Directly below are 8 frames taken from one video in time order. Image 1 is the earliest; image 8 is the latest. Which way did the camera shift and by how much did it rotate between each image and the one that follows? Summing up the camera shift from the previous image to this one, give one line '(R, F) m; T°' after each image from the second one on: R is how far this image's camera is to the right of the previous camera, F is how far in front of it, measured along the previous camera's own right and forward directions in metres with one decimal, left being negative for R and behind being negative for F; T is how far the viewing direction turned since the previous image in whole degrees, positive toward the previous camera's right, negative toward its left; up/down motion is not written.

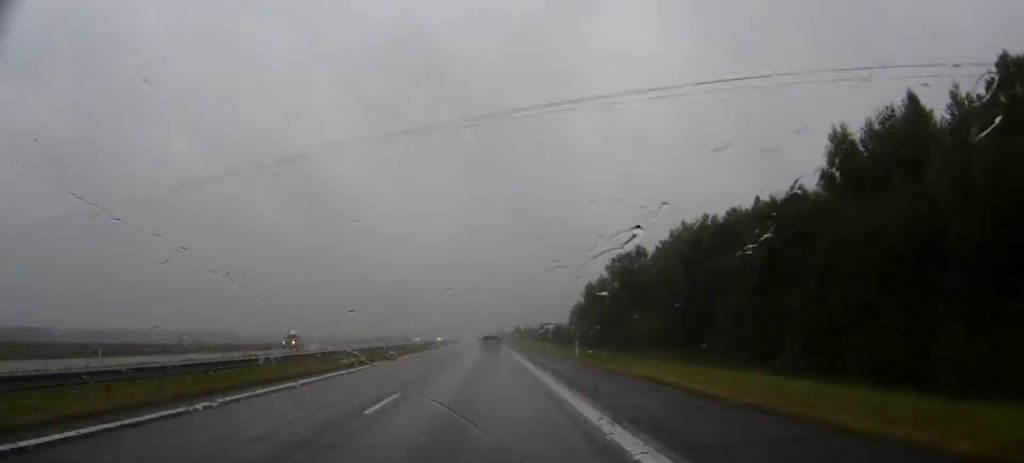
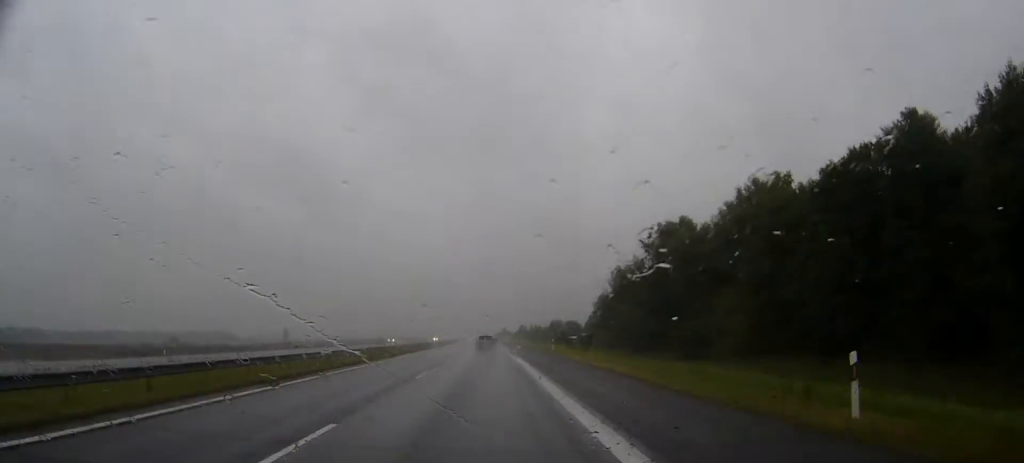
(-0.1, +37.4) m; 0°
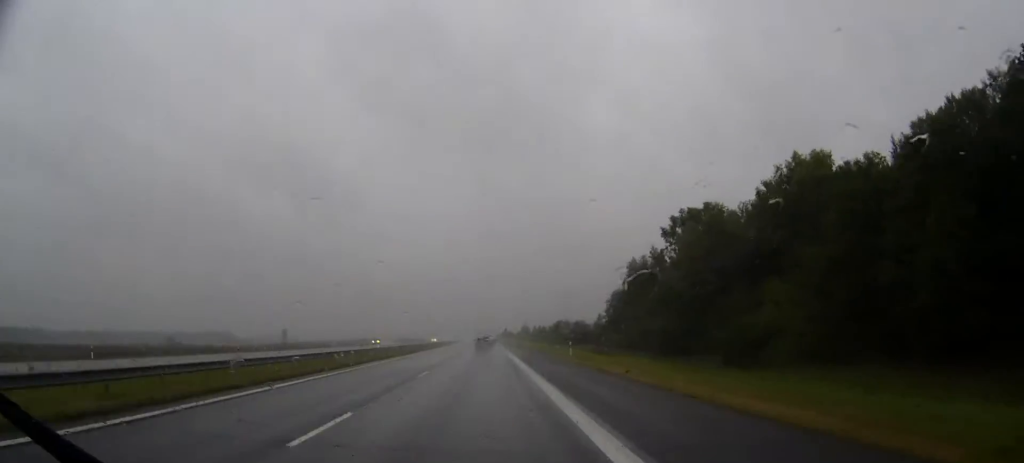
(0.0, +14.0) m; 0°
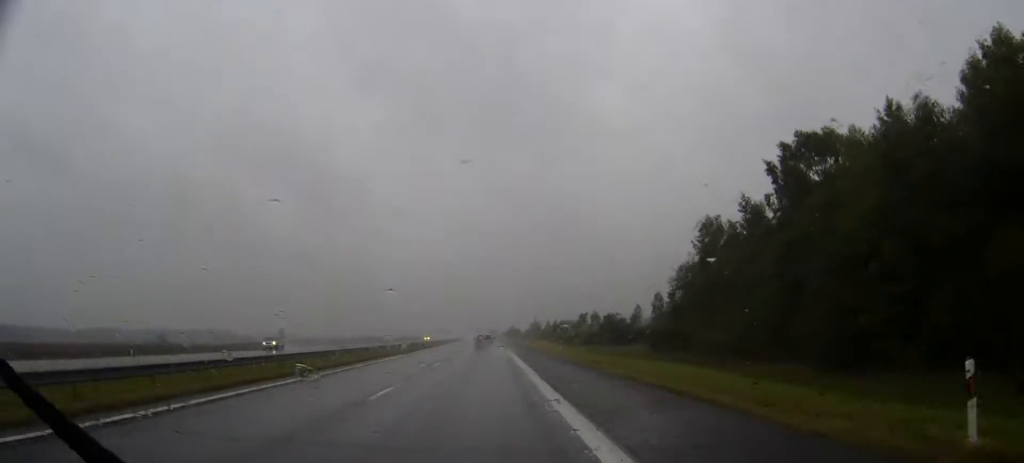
(-0.1, +41.0) m; 0°
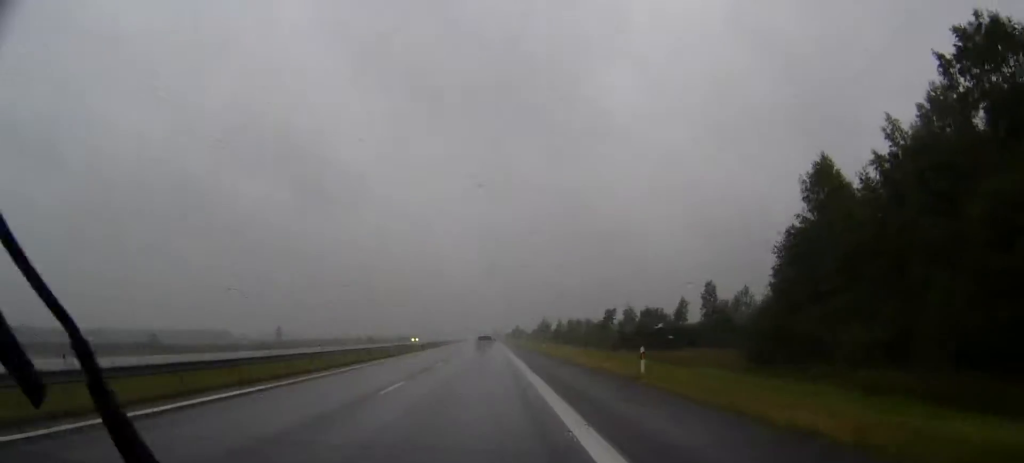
(-0.1, +29.9) m; 0°
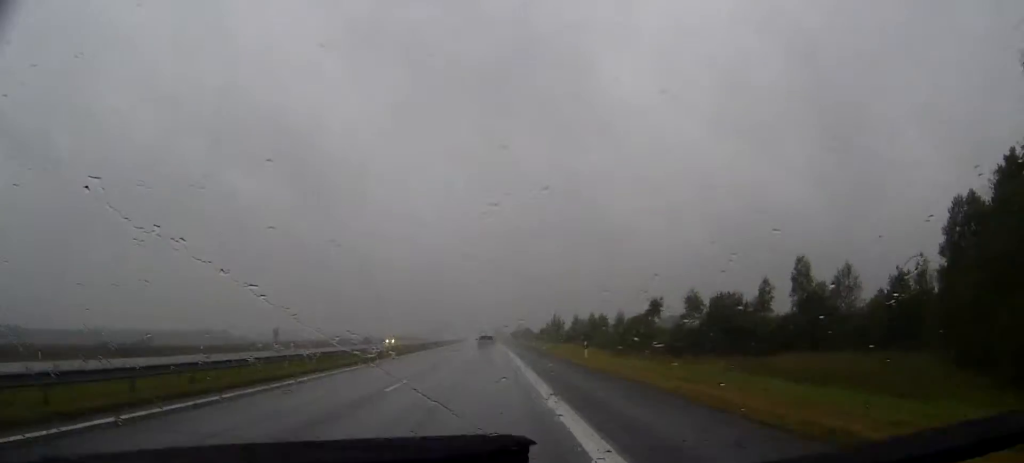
(-0.1, +30.9) m; 0°
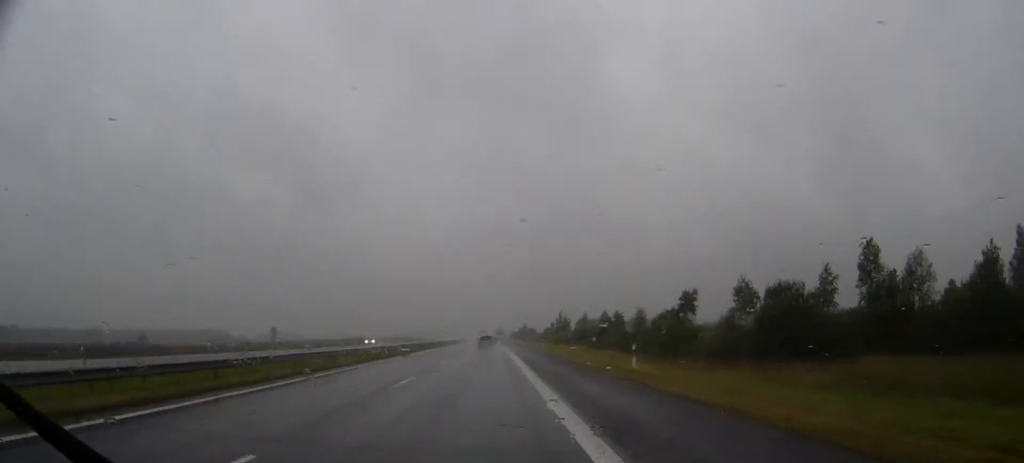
(0.0, +14.0) m; 0°
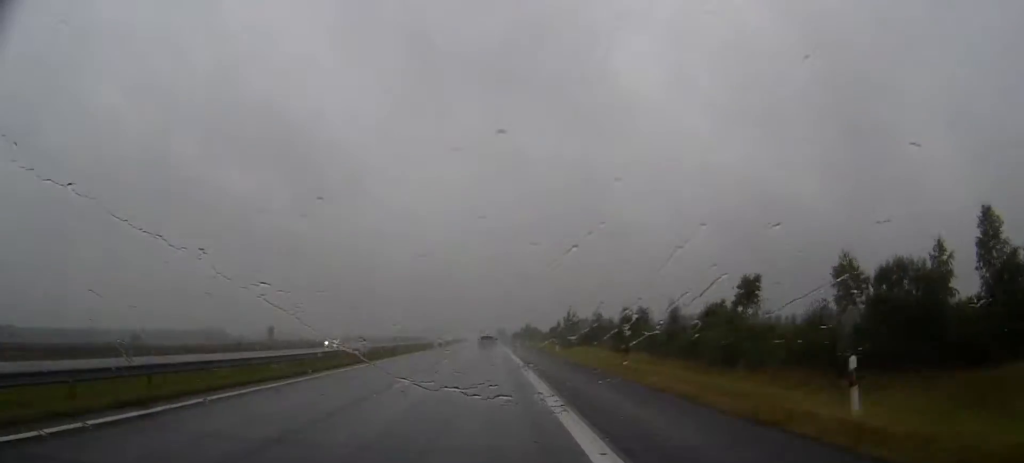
(0.0, +16.8) m; 0°
